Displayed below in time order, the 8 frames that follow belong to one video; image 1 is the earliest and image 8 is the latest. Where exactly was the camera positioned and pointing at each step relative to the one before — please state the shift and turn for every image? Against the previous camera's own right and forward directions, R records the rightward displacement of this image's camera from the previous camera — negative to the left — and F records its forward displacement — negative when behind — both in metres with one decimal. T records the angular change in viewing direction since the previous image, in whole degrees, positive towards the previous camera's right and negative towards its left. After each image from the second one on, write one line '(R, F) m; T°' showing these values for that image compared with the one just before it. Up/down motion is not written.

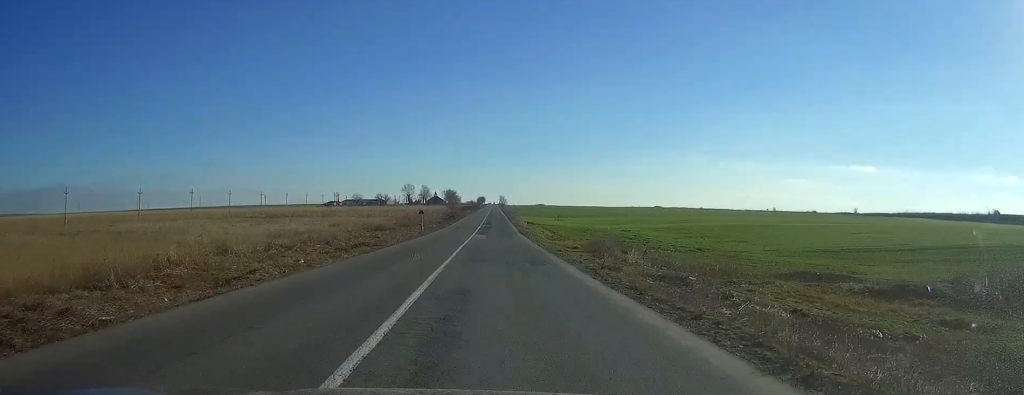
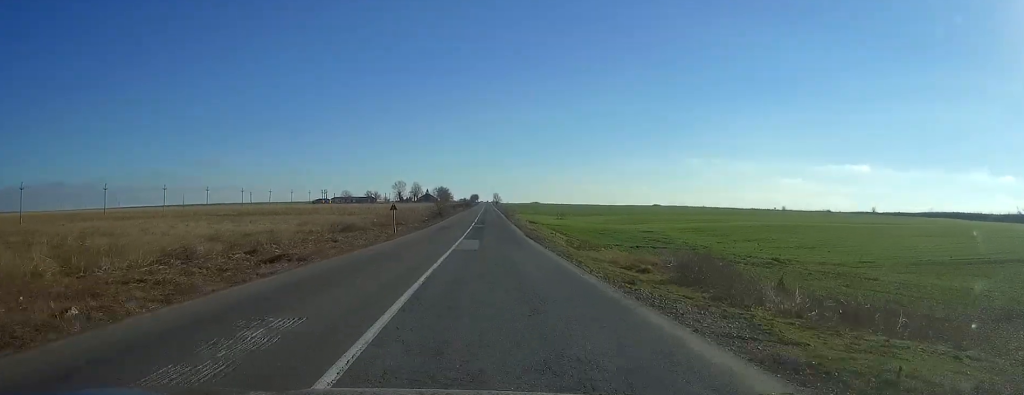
(0.0, +19.6) m; 0°
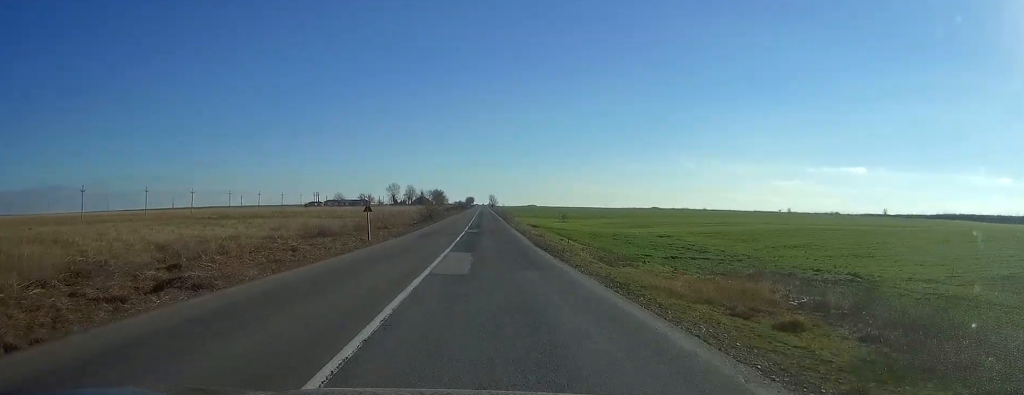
(0.0, +11.6) m; 0°
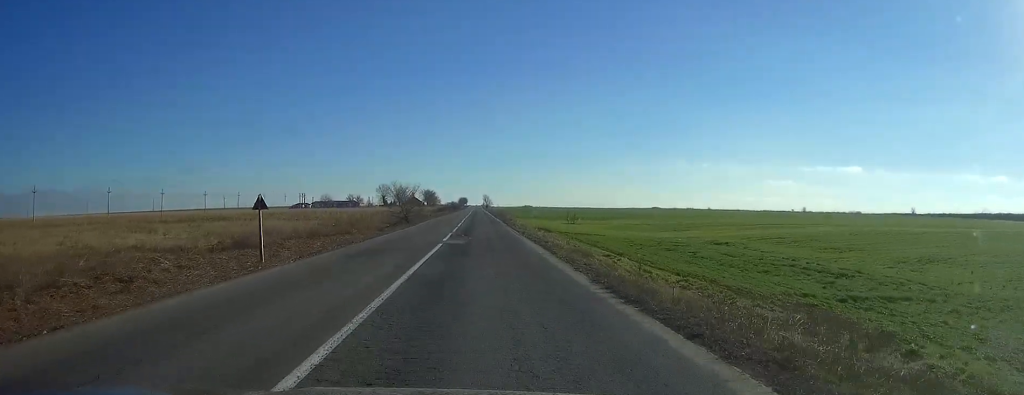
(0.0, +23.2) m; 0°
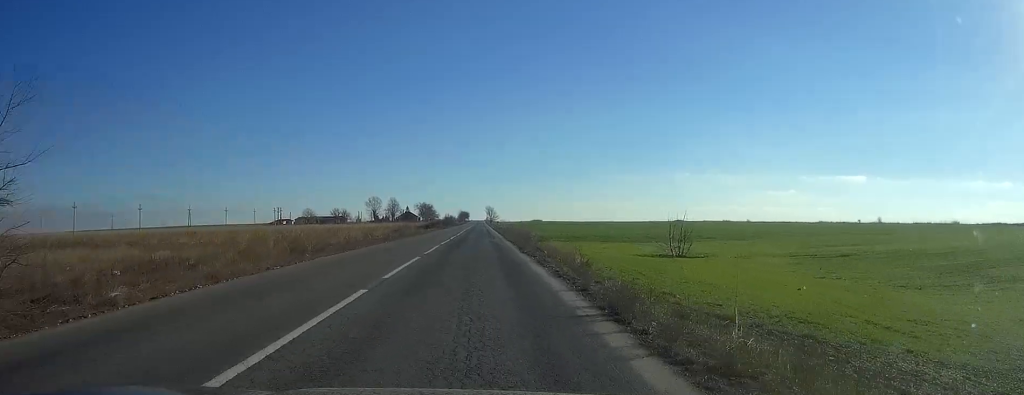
(0.0, +64.1) m; 0°
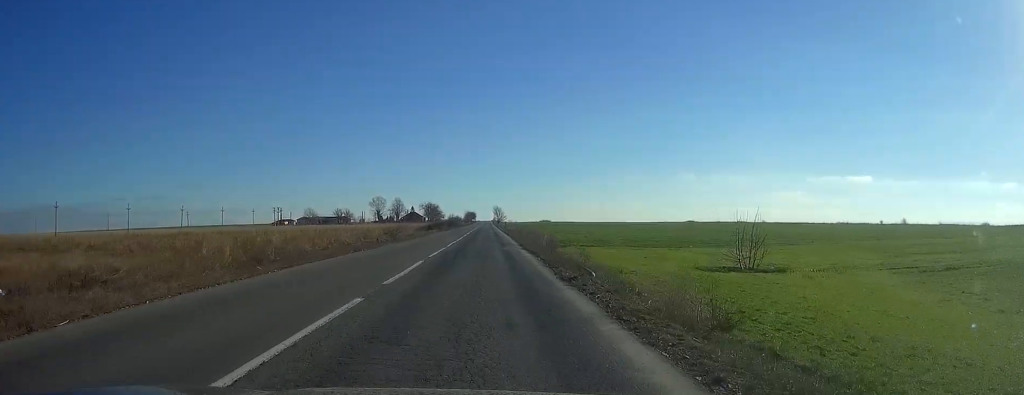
(0.0, +13.2) m; 0°
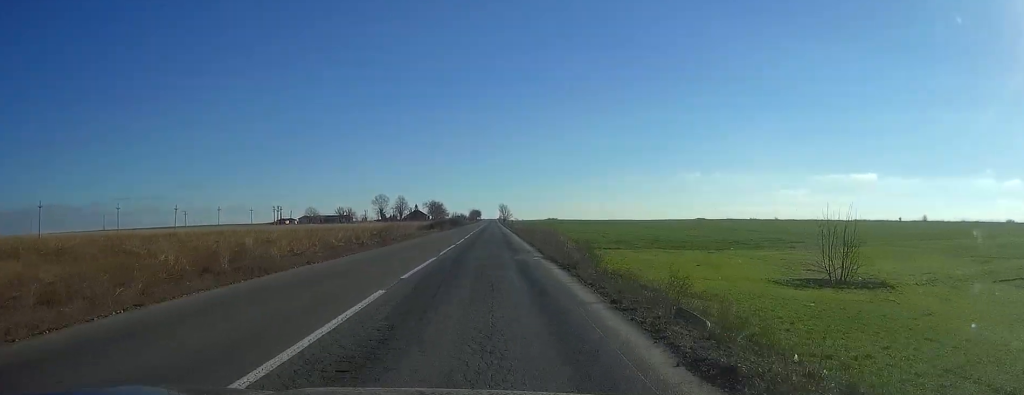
(0.0, +10.6) m; 0°
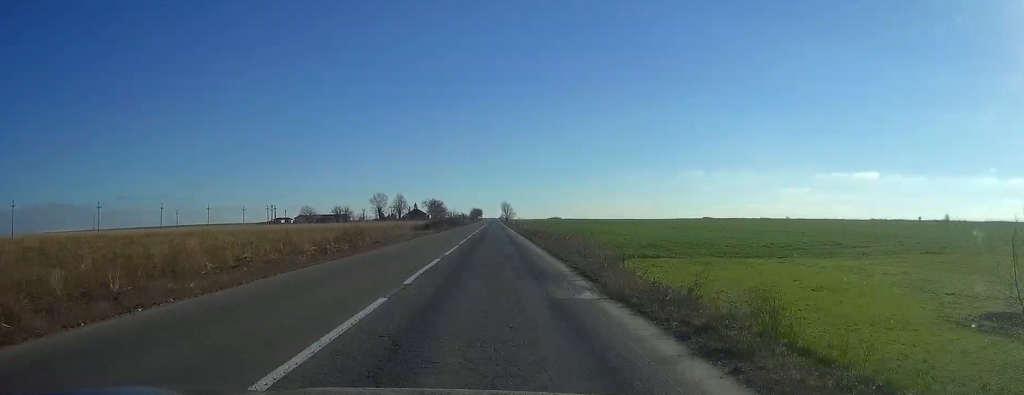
(0.0, +13.2) m; 0°
